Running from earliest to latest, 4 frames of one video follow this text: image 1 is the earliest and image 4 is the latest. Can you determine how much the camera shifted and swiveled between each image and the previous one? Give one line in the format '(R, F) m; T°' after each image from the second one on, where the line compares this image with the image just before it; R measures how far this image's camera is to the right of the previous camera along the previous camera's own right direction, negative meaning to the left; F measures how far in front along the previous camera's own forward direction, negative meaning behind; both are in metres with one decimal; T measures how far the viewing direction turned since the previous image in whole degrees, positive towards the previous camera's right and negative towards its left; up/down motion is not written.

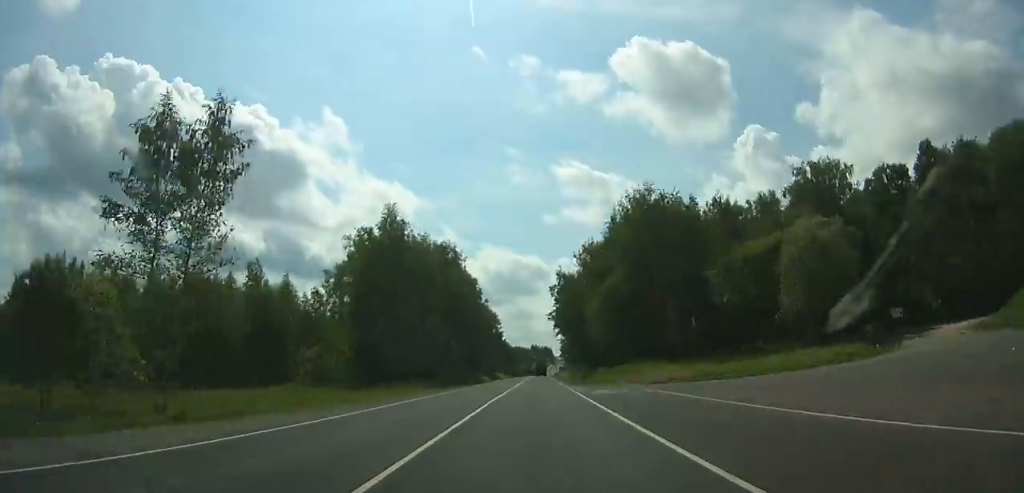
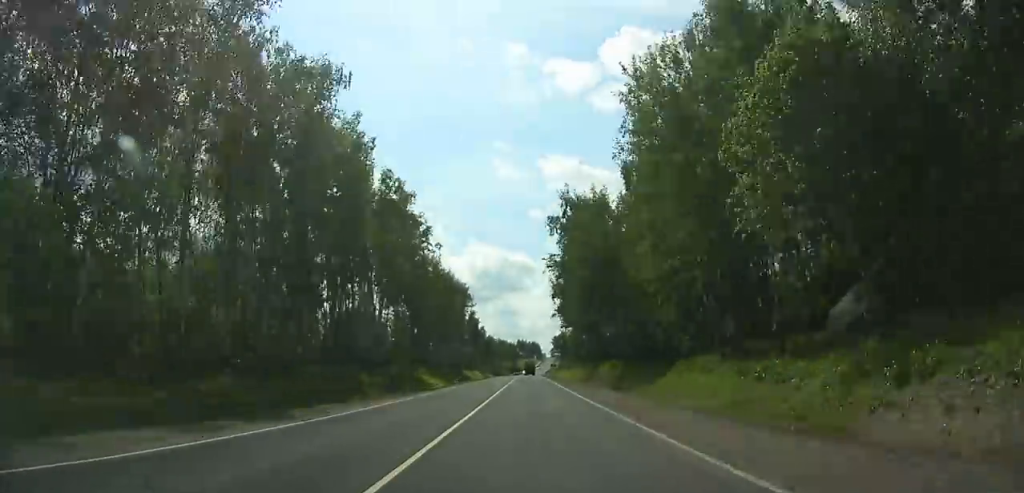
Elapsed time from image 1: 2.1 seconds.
(+0.4, +52.5) m; +1°
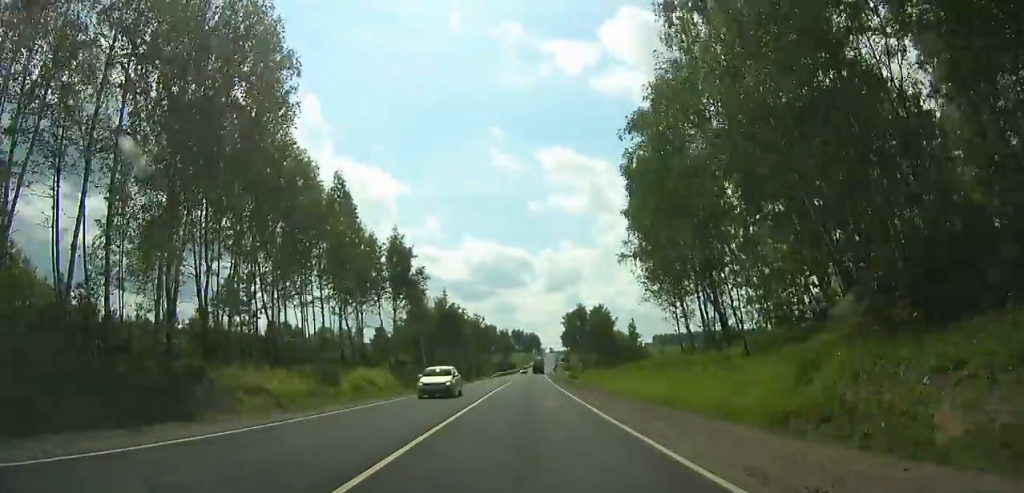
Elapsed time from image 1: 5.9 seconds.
(+0.9, +95.4) m; +1°
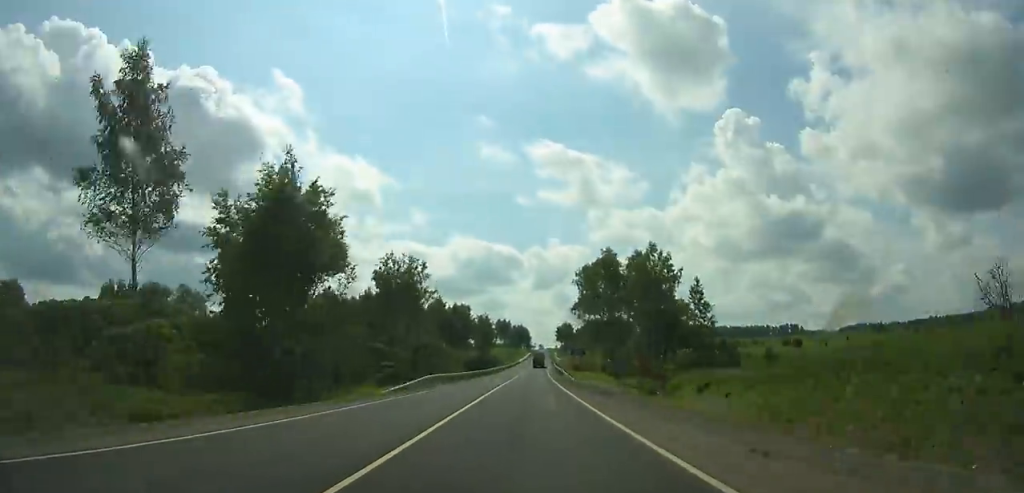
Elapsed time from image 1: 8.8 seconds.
(+0.5, +73.5) m; +1°
